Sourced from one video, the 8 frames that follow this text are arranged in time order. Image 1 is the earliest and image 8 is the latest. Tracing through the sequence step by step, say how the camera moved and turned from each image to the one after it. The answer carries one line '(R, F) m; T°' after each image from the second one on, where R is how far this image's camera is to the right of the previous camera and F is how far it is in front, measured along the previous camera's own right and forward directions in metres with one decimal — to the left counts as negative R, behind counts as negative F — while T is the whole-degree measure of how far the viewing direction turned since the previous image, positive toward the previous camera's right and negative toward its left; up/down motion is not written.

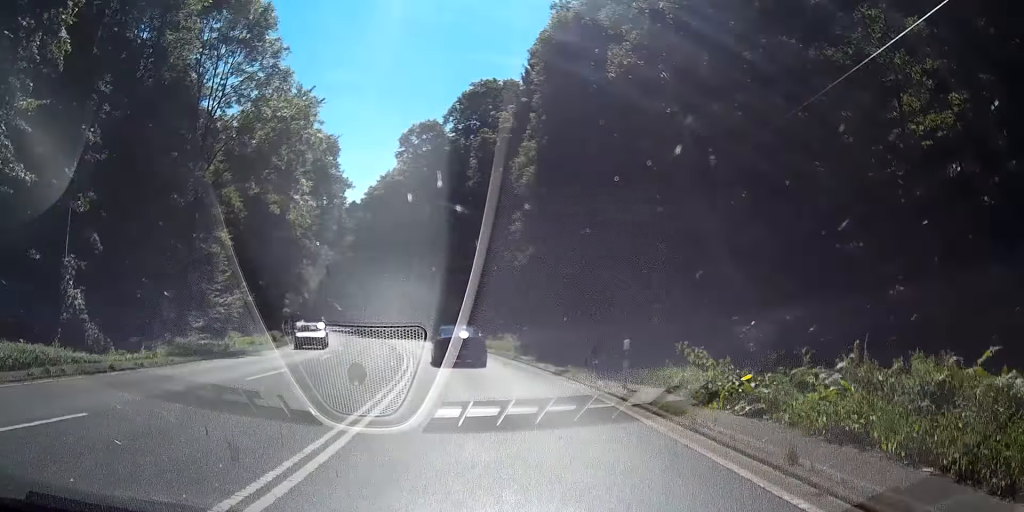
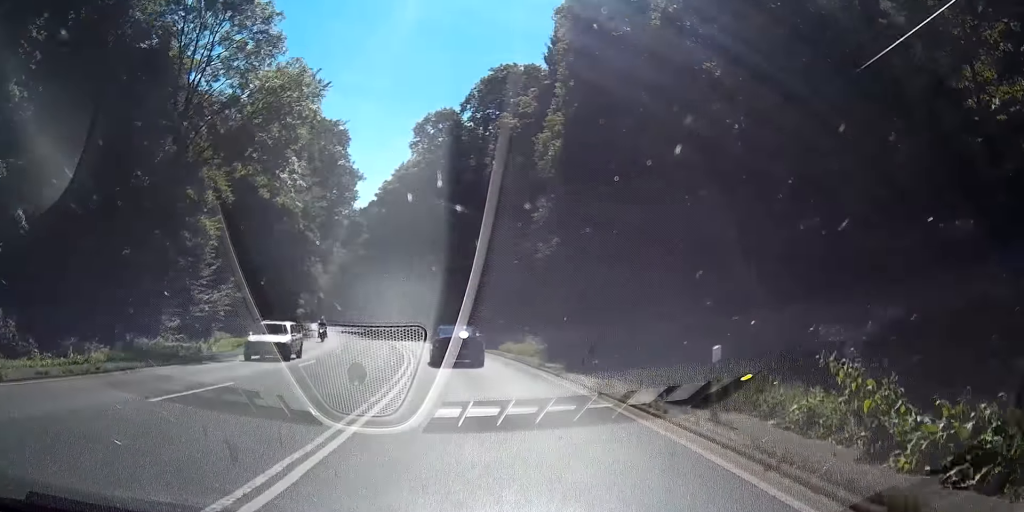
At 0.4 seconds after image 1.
(0.0, +6.5) m; 0°
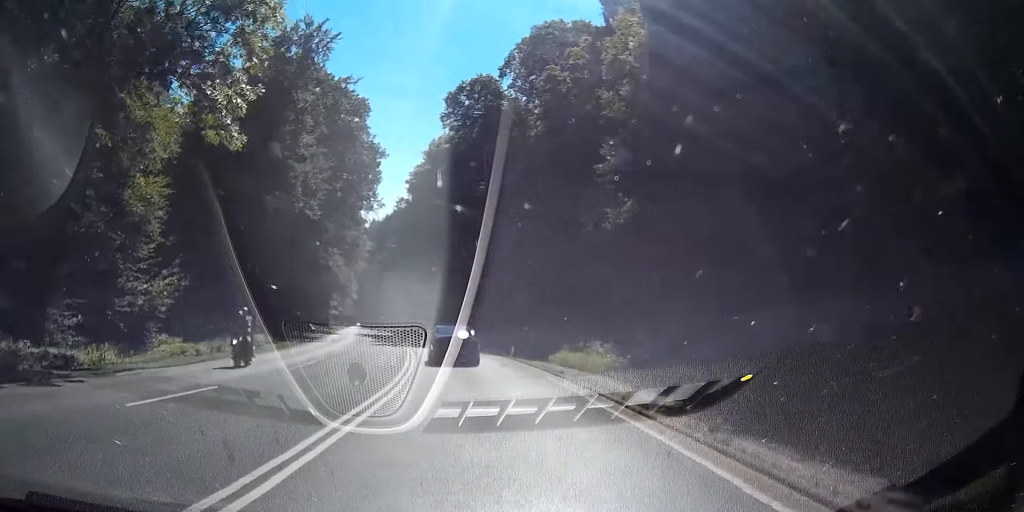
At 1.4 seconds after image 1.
(0.0, +14.5) m; 0°
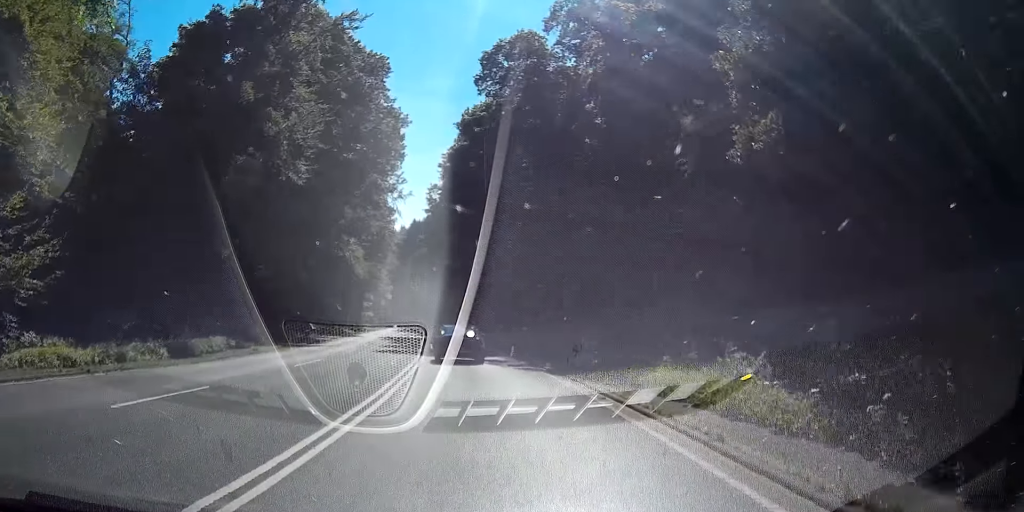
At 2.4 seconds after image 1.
(0.0, +14.5) m; -2°
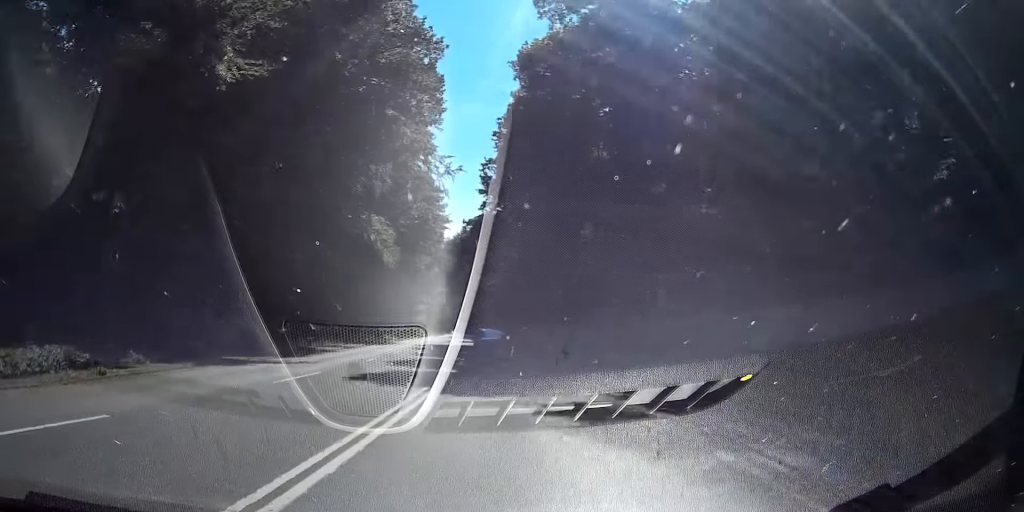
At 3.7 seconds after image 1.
(-1.7, +19.7) m; -11°
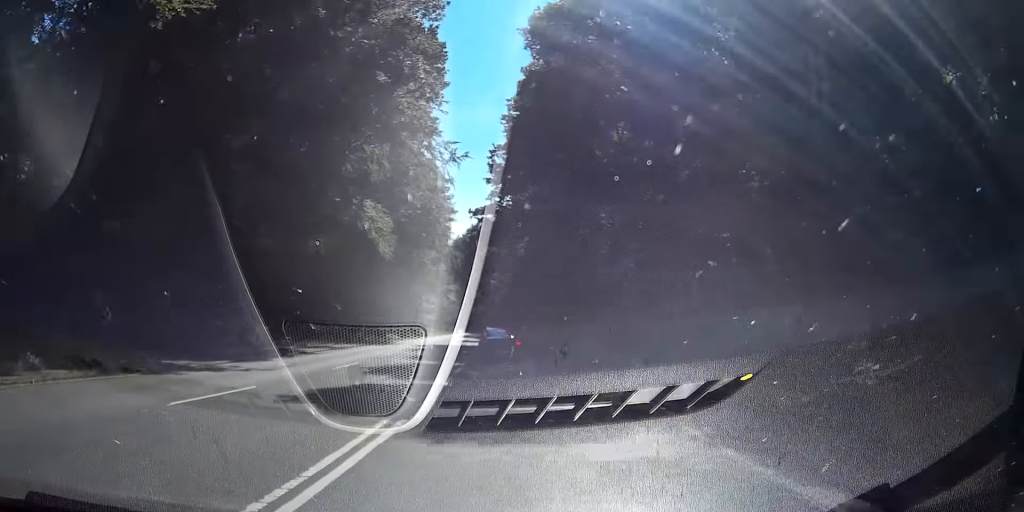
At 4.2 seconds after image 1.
(-0.5, +6.9) m; -3°
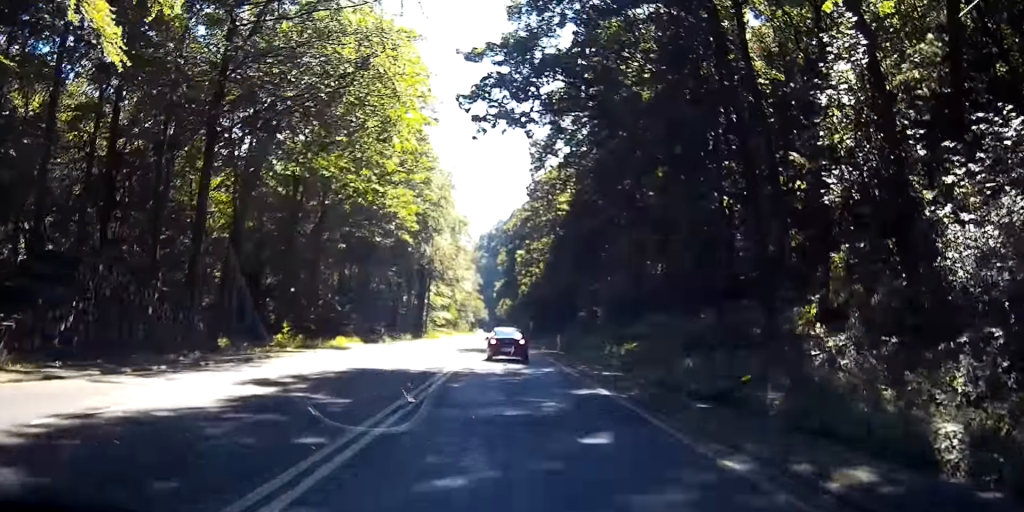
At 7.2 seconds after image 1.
(+2.8, +42.6) m; +7°
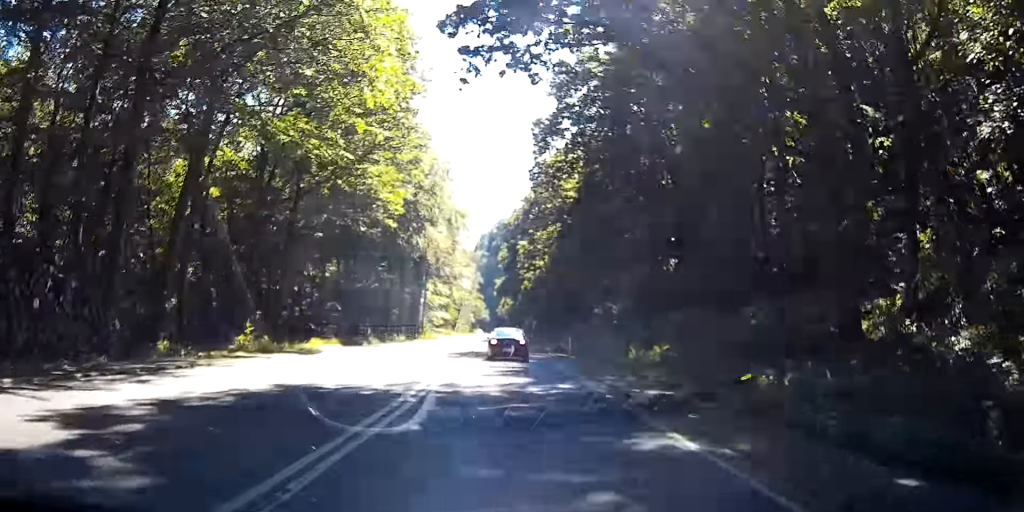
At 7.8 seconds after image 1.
(0.0, +8.1) m; +1°
